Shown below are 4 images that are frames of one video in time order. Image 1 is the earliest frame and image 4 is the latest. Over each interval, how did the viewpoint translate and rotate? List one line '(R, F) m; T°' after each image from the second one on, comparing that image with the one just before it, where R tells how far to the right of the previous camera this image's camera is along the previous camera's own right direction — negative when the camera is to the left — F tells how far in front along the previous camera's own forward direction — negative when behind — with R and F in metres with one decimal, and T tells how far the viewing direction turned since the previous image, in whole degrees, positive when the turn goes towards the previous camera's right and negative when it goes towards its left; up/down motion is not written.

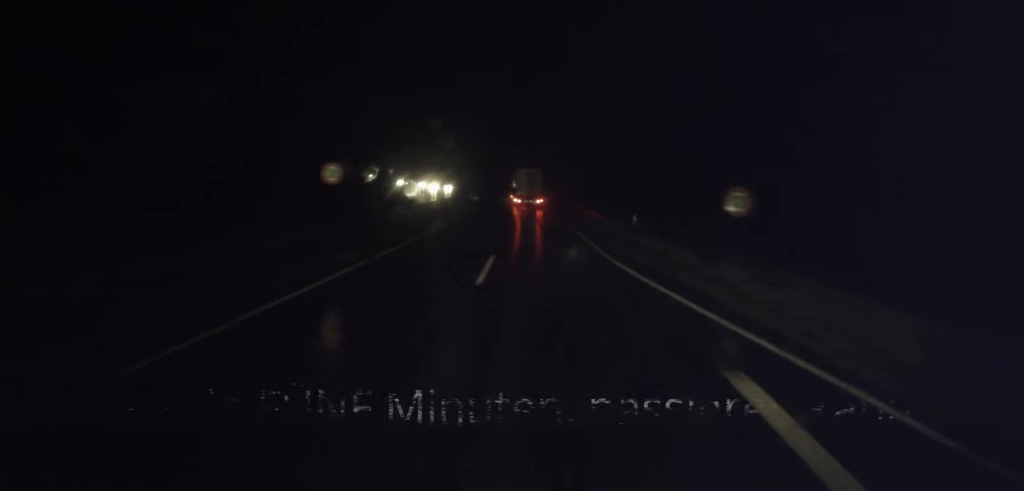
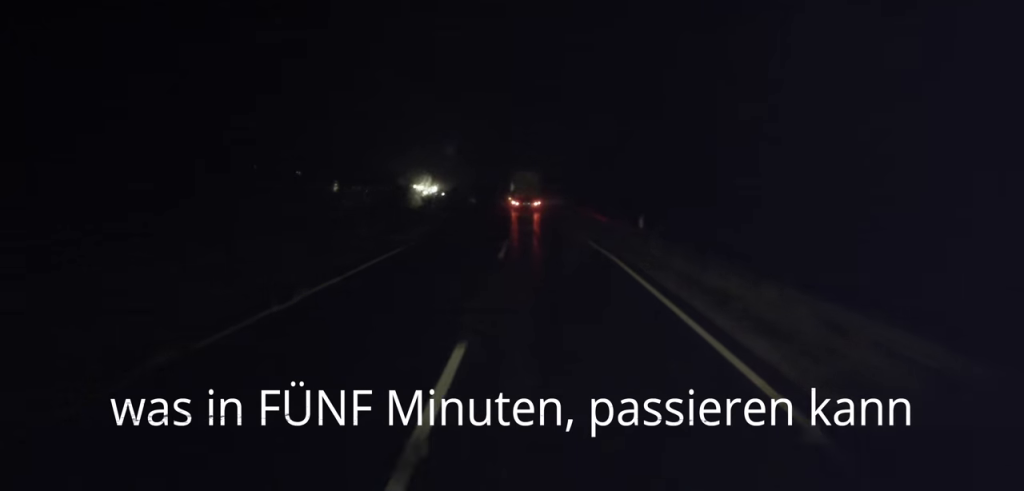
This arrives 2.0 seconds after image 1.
(-1.2, +48.0) m; -2°
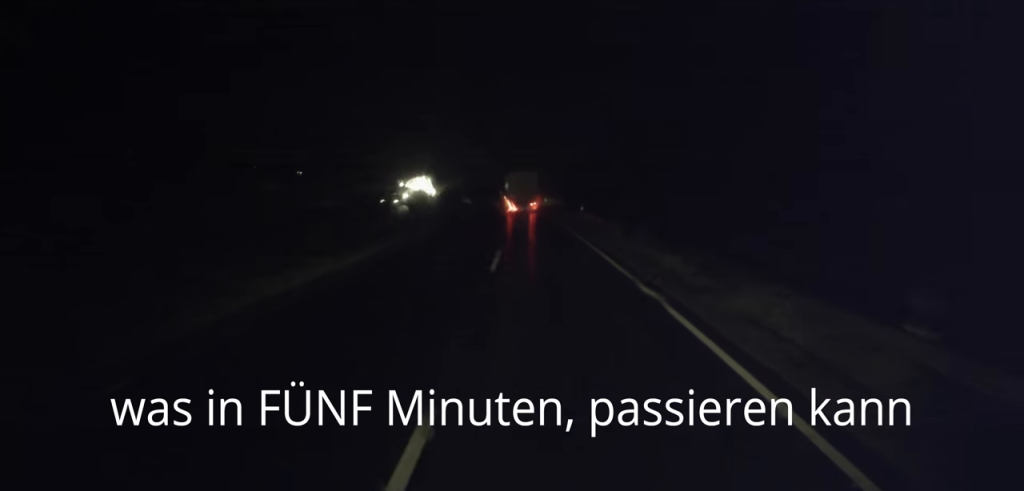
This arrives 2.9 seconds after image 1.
(-0.2, +20.7) m; -1°
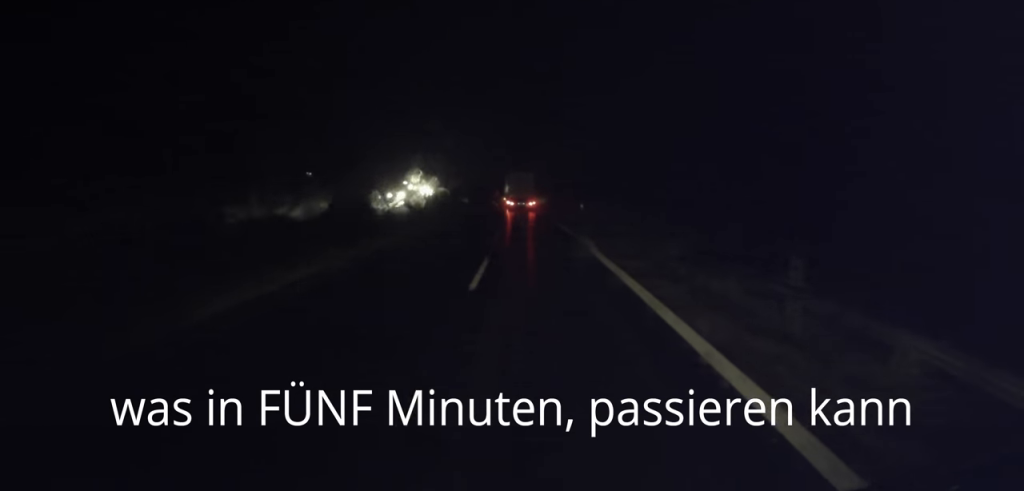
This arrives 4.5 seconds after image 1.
(-0.5, +39.9) m; -1°
